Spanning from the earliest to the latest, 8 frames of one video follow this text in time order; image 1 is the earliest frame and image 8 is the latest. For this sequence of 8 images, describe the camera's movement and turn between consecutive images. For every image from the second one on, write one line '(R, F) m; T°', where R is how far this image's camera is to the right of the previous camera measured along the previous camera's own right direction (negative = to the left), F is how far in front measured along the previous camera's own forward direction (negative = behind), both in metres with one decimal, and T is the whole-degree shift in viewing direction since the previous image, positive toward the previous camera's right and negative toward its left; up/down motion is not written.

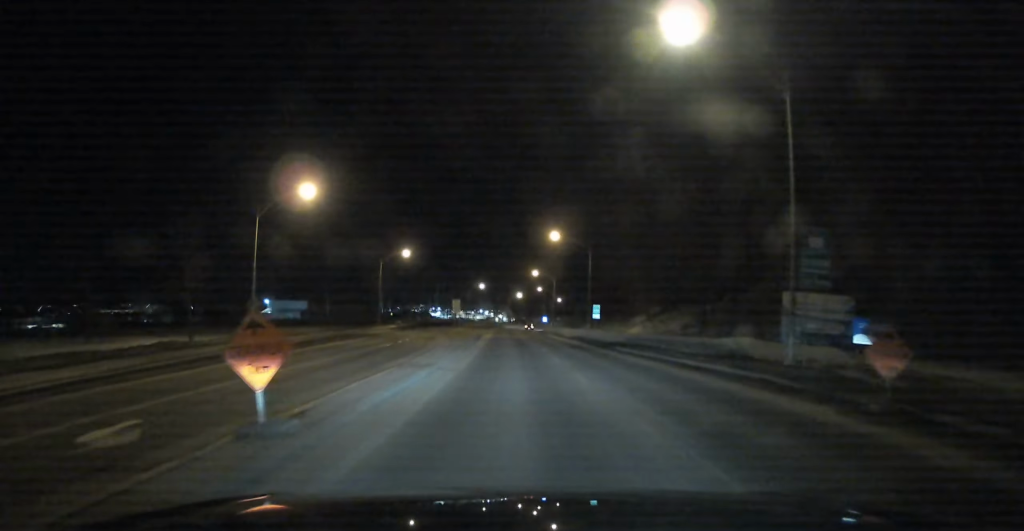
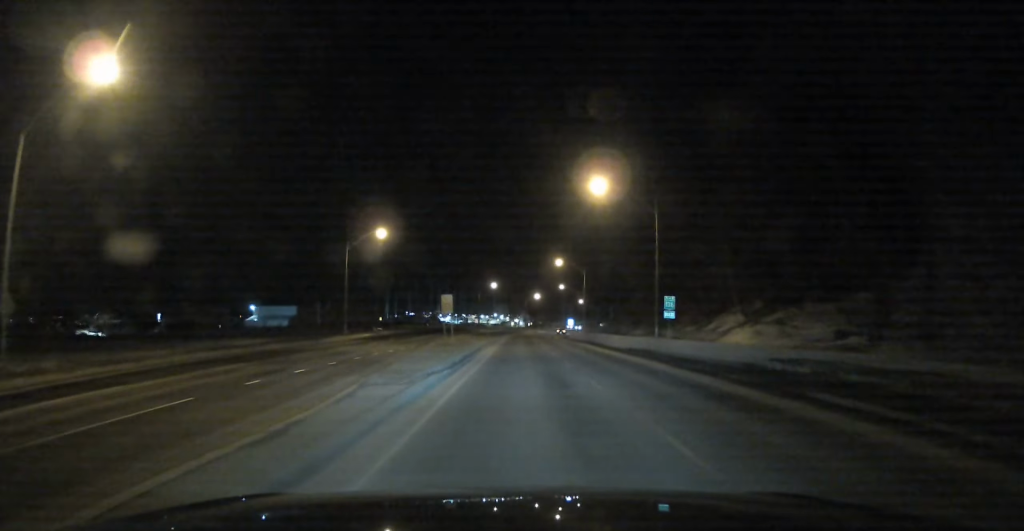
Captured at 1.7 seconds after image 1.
(-2.1, +27.8) m; -3°
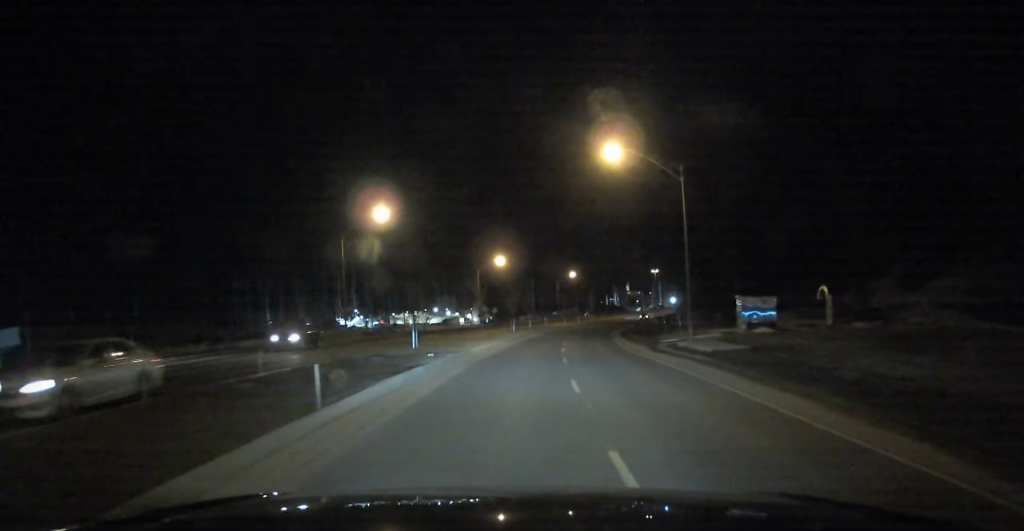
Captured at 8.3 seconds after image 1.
(-1.5, +108.8) m; +2°
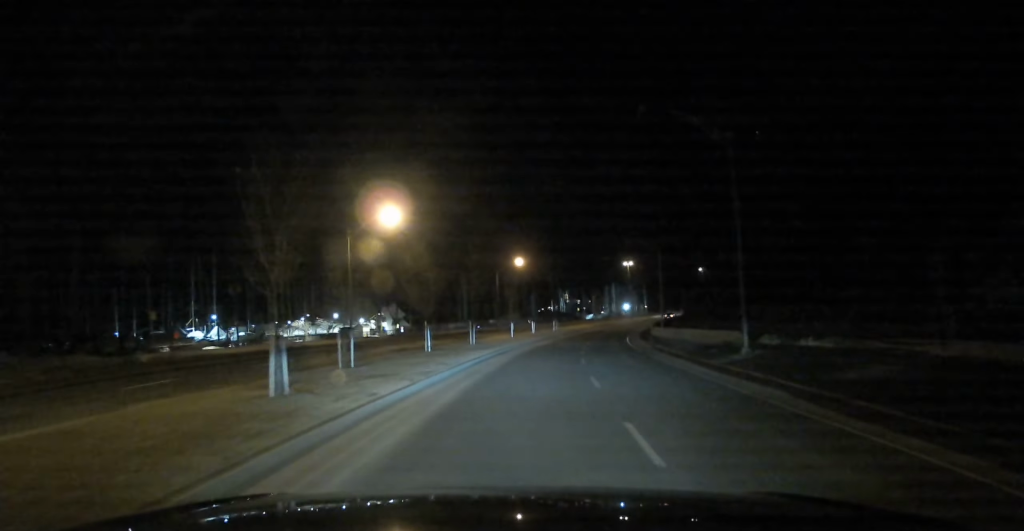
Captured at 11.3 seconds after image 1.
(+2.0, +52.0) m; +6°
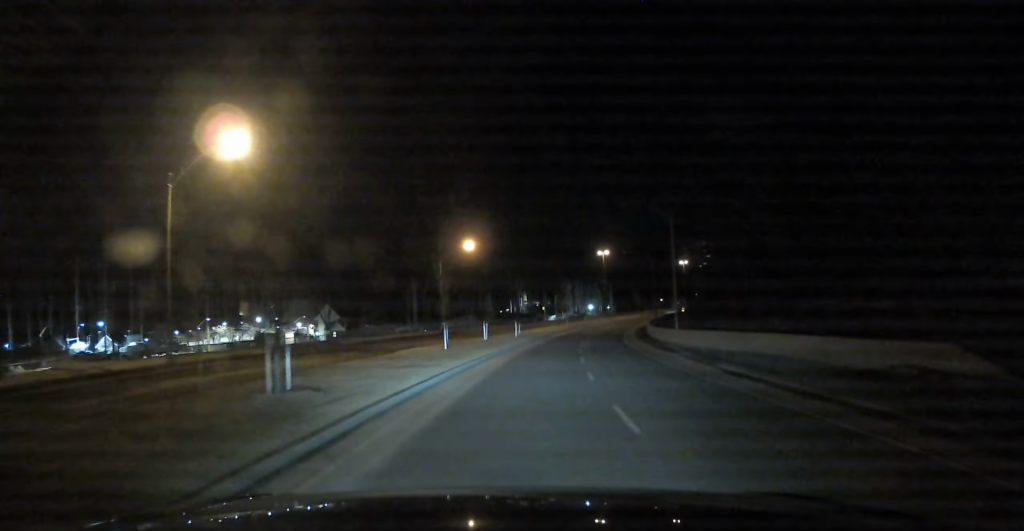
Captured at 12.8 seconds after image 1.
(+0.9, +24.9) m; +3°
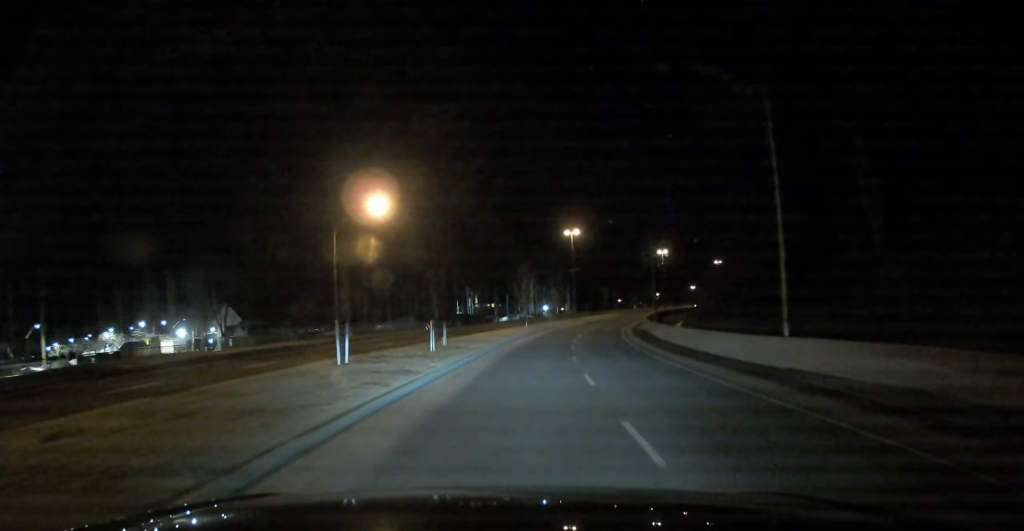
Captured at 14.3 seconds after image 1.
(+0.8, +28.8) m; +4°
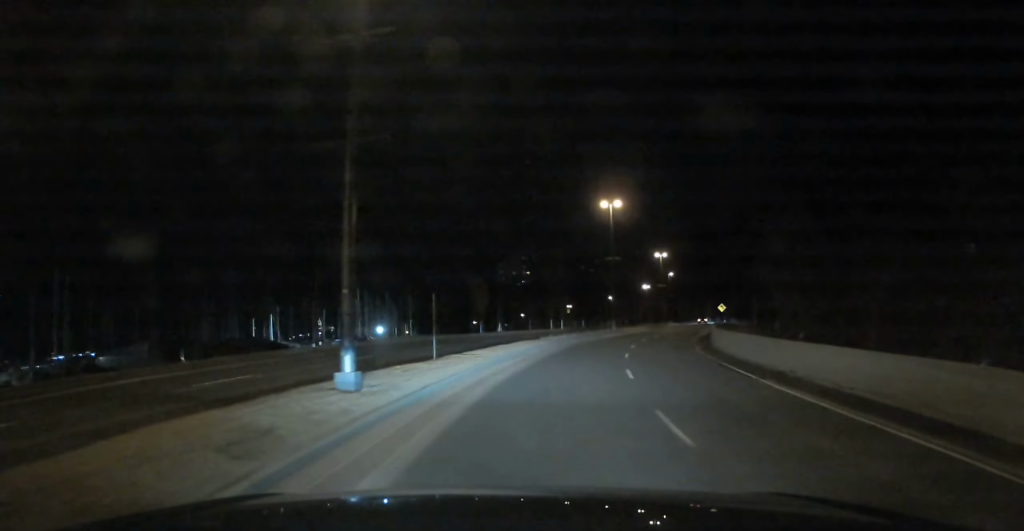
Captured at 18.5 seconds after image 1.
(+7.8, +75.4) m; +14°
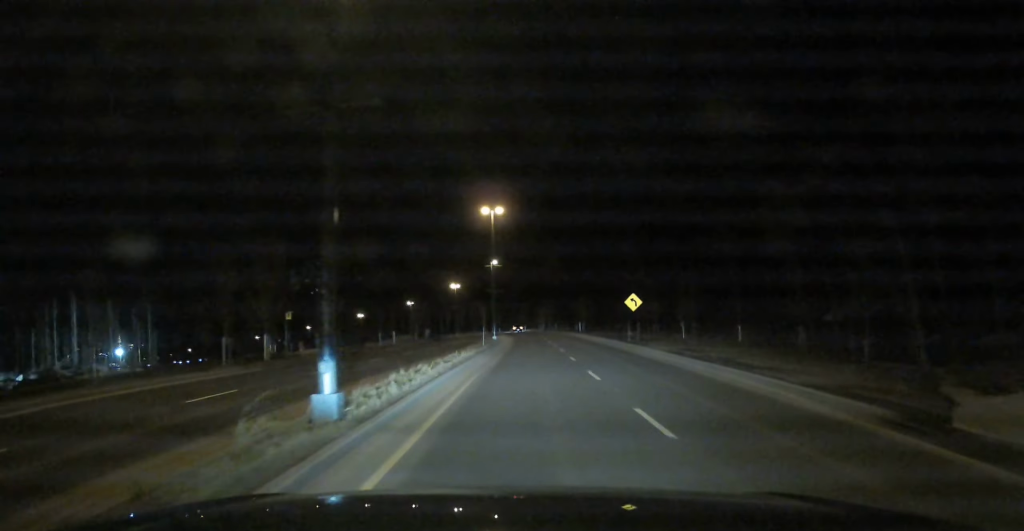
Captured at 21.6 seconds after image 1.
(+5.8, +52.5) m; +11°
